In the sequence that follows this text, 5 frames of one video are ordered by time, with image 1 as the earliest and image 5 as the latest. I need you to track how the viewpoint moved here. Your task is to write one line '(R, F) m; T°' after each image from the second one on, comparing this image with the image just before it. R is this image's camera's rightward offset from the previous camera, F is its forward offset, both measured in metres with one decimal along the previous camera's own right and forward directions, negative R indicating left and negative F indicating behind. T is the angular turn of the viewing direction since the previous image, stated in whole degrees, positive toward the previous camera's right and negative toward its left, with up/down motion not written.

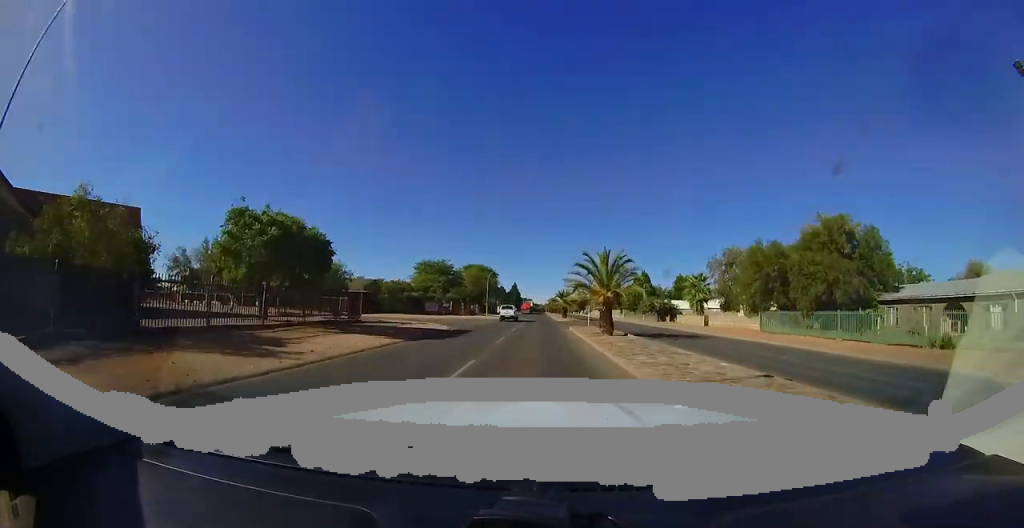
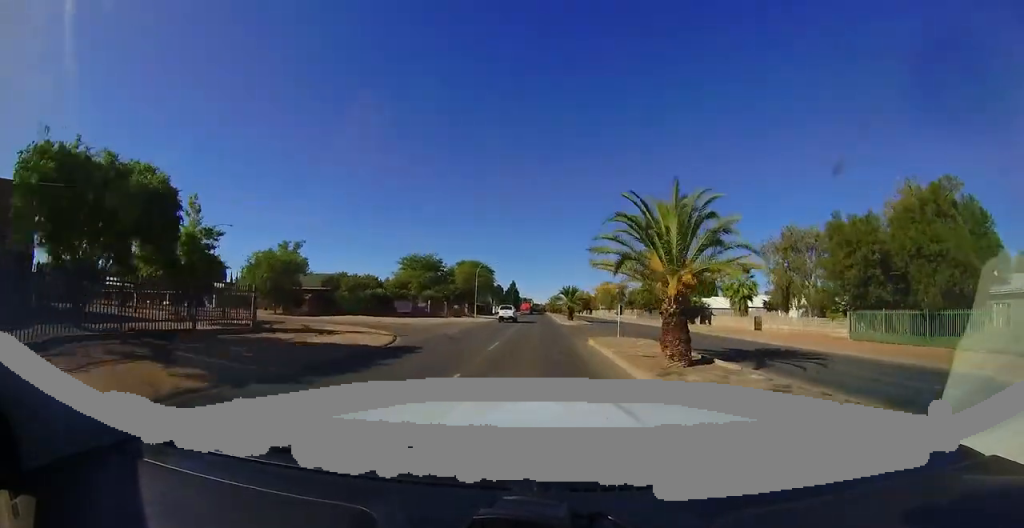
(+0.1, +10.1) m; 0°
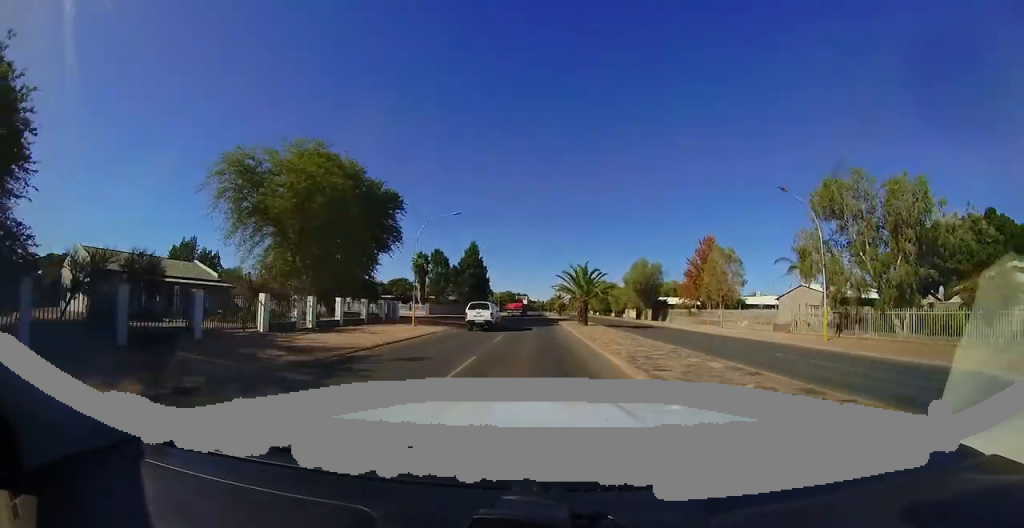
(-0.7, +78.2) m; +1°
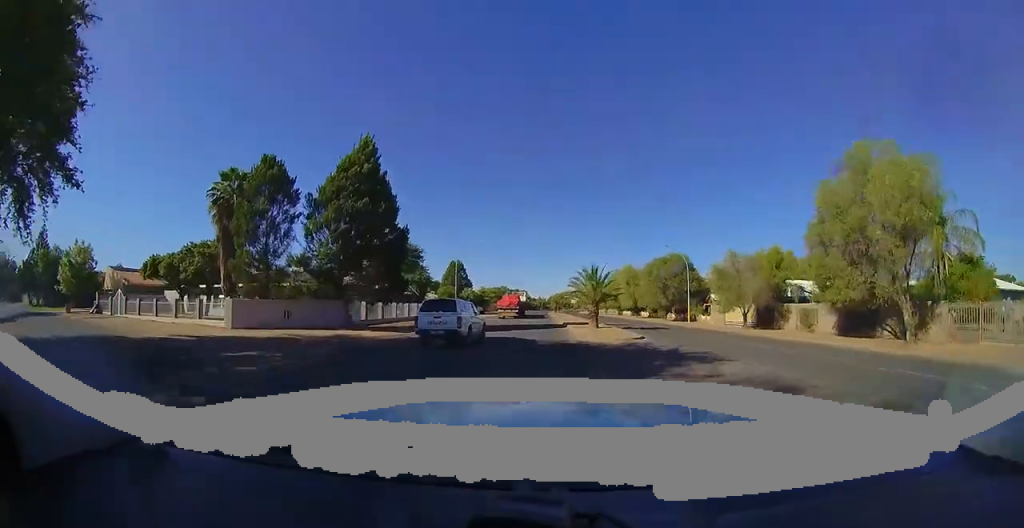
(-0.2, +38.2) m; 0°
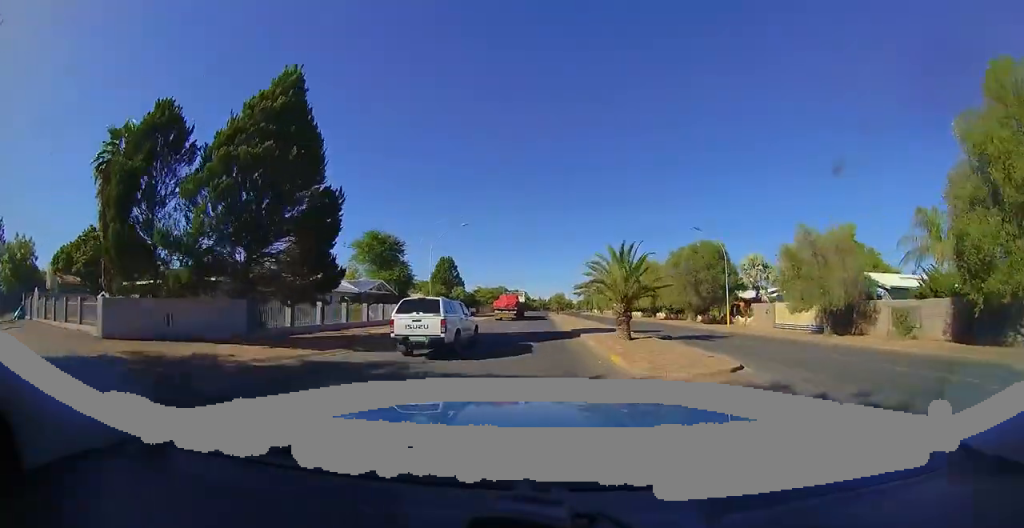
(0.0, +8.2) m; 0°
